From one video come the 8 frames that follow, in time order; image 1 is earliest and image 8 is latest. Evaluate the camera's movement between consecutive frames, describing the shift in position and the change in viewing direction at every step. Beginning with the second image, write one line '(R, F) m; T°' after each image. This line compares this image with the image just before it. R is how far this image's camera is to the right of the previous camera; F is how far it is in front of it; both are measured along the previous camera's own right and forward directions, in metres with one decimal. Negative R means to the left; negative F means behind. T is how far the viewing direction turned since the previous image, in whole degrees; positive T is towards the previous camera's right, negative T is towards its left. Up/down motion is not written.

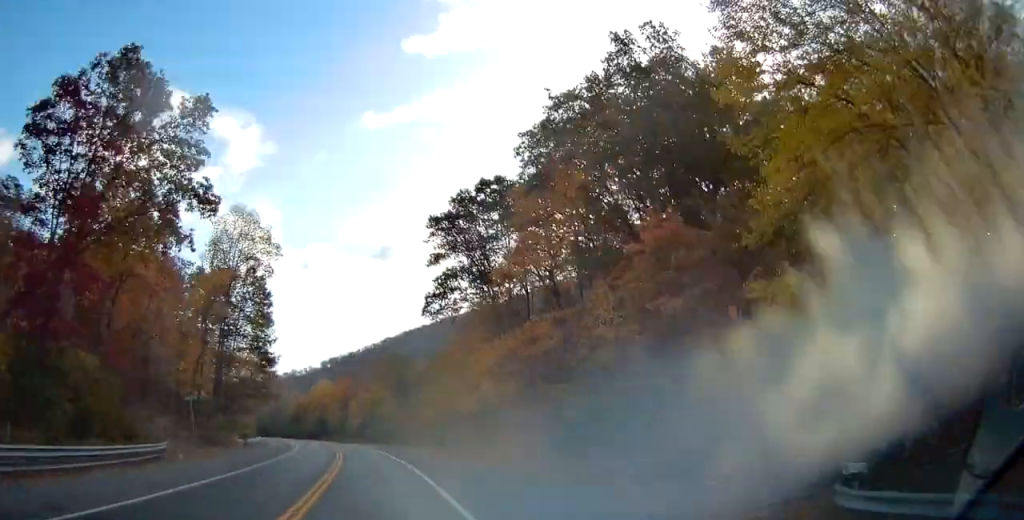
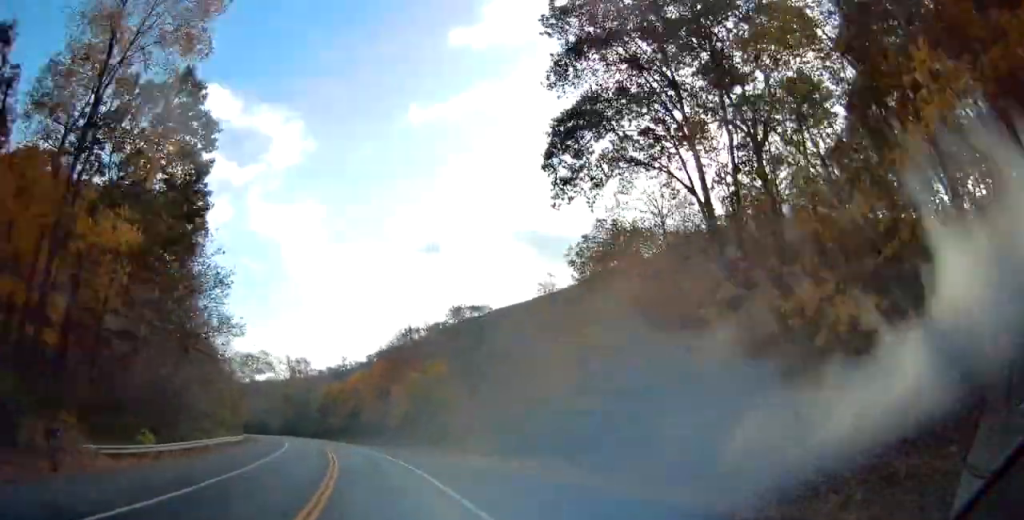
(-1.4, +35.2) m; -4°
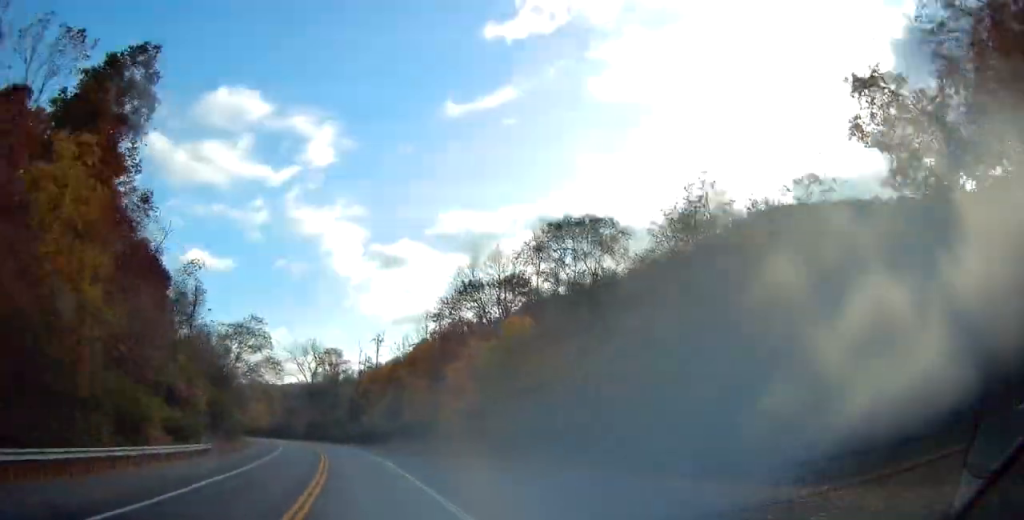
(-0.9, +26.6) m; -4°
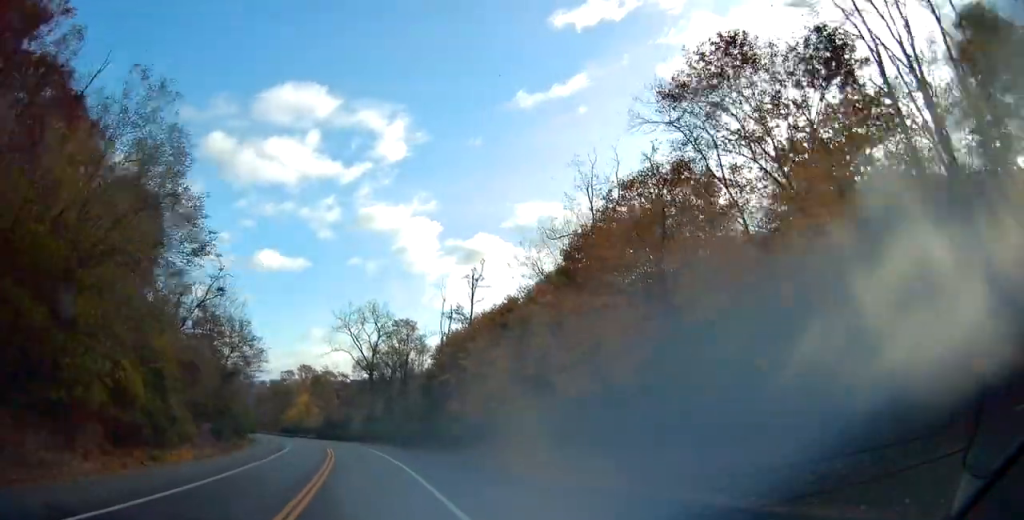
(-2.2, +39.4) m; -7°
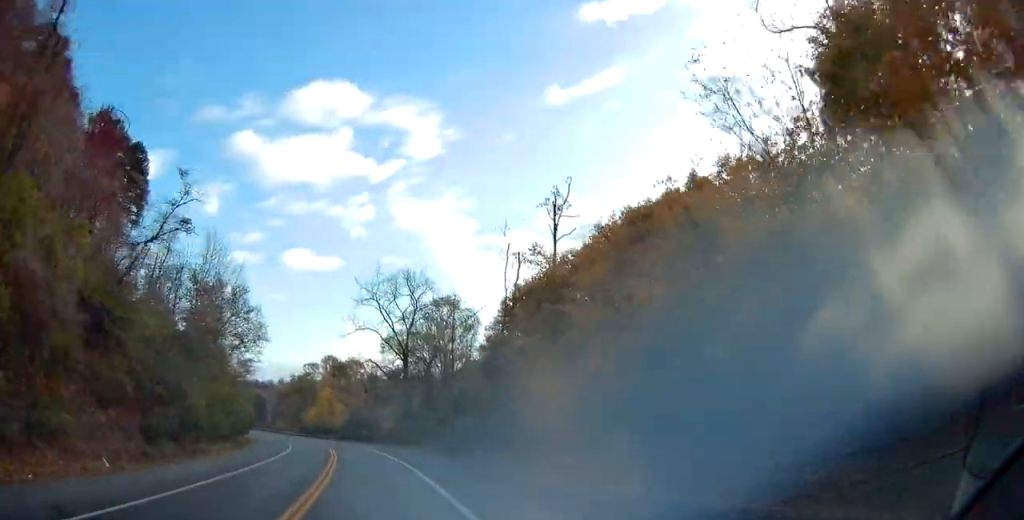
(-0.4, +20.5) m; -4°
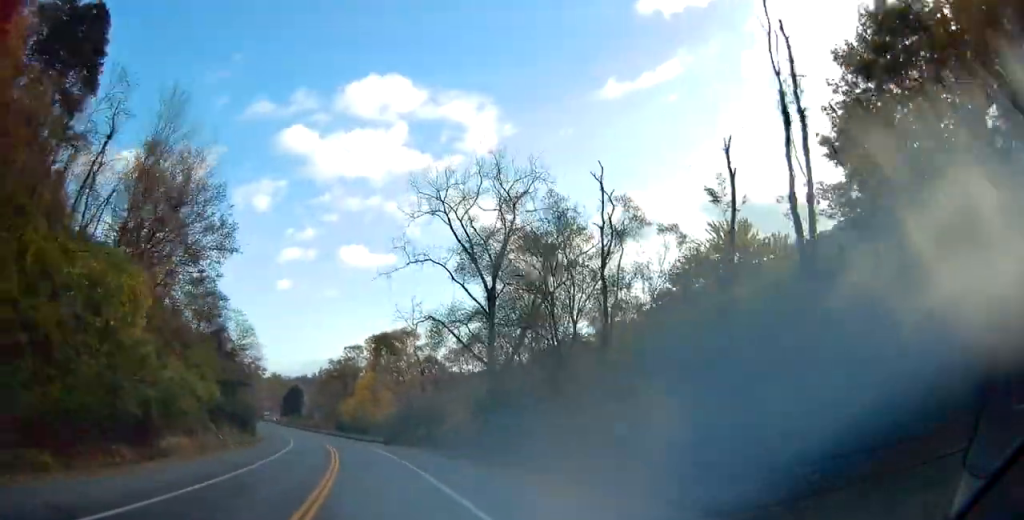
(-1.9, +32.3) m; -6°
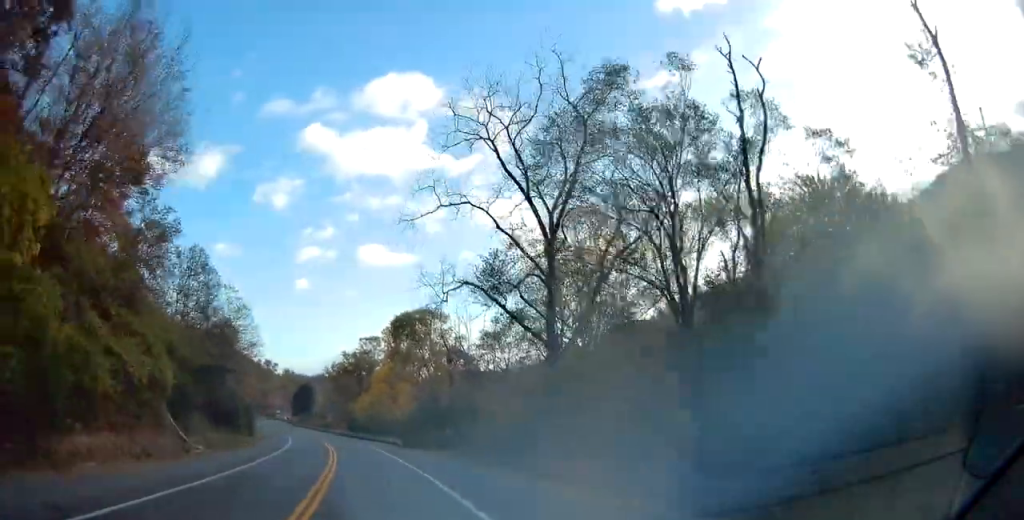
(-0.4, +12.6) m; -2°
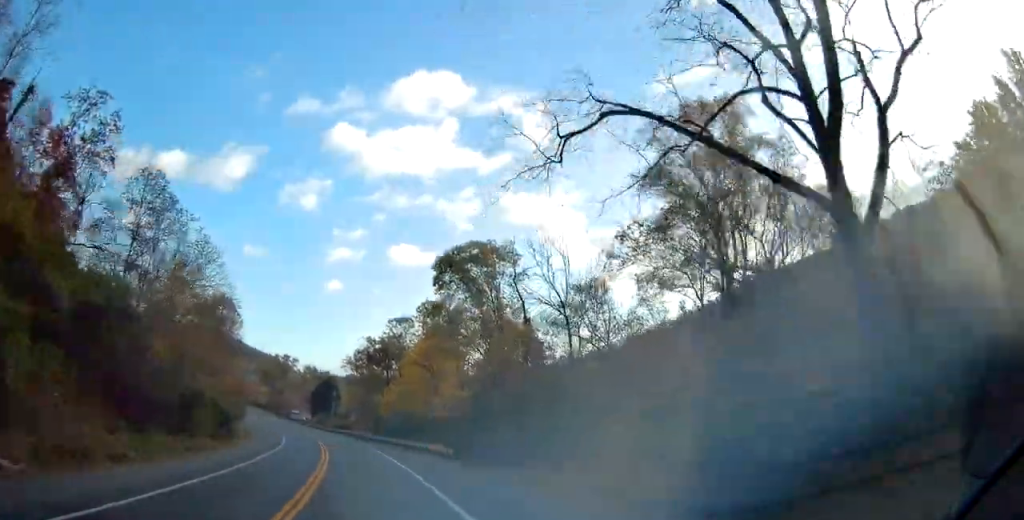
(-0.6, +23.5) m; -3°
